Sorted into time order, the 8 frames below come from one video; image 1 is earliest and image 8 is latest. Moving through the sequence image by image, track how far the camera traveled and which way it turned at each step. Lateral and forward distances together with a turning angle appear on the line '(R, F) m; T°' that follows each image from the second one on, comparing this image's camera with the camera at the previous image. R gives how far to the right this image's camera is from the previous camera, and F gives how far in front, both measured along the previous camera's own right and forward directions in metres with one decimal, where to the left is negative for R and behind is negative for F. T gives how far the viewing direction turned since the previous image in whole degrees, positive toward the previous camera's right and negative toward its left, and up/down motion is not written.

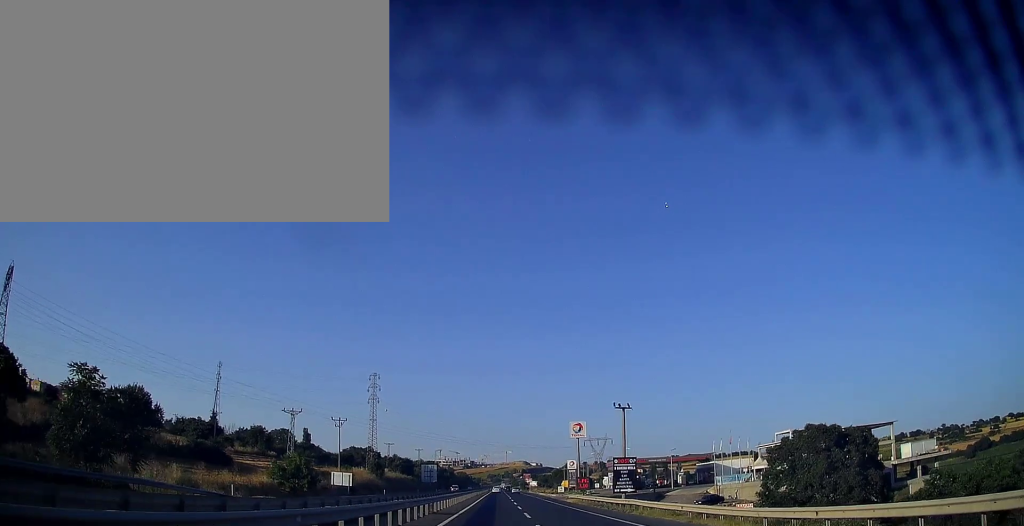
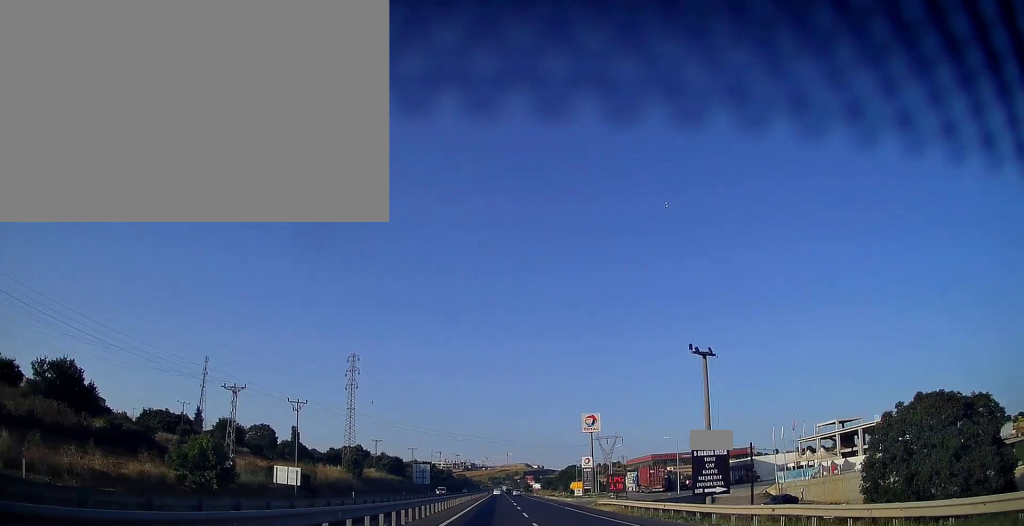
(0.0, +21.2) m; 0°
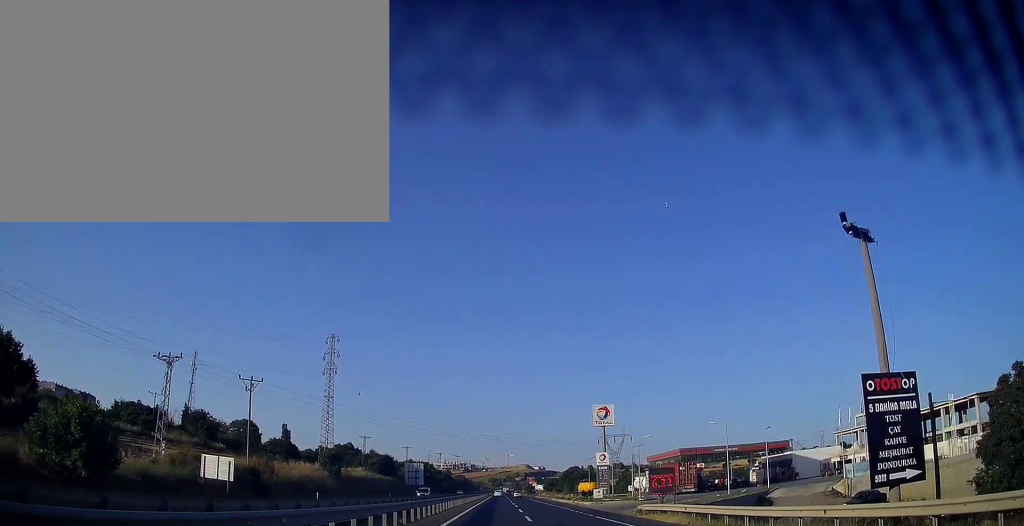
(0.0, +15.6) m; 0°
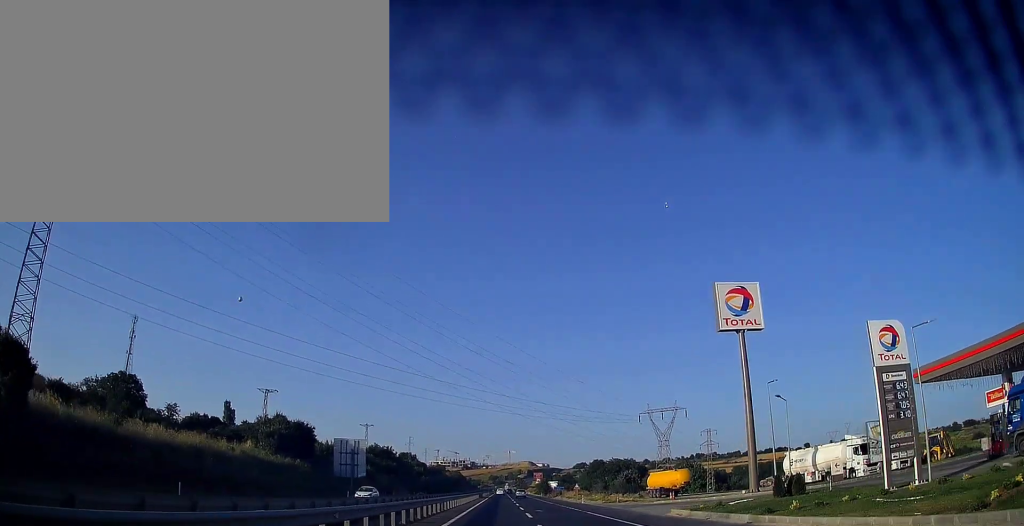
(-0.2, +68.4) m; 0°
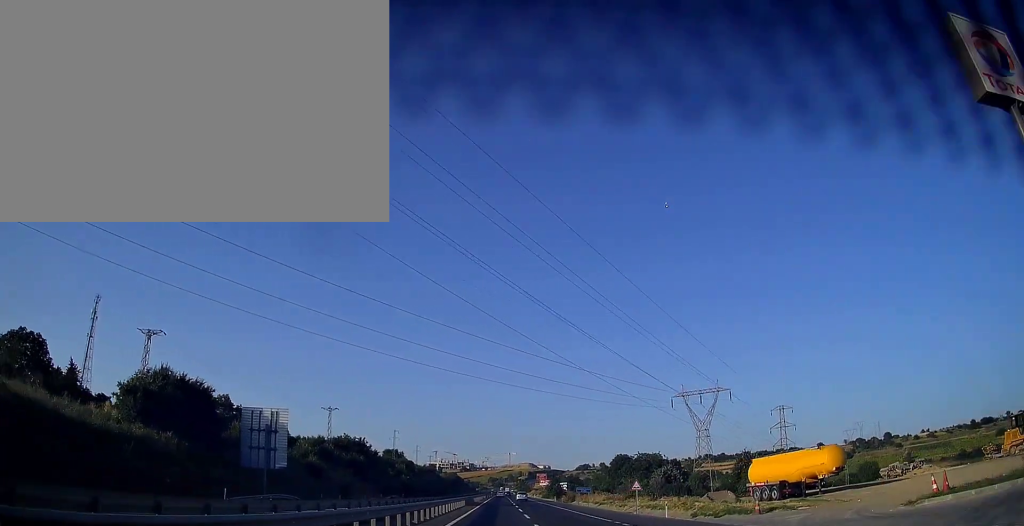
(+0.2, +34.4) m; 0°
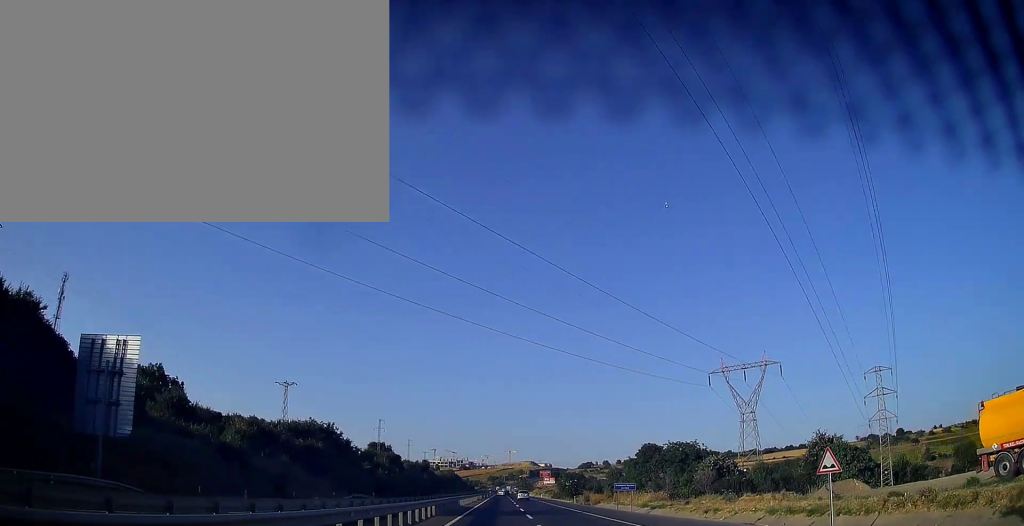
(+0.1, +25.7) m; 0°
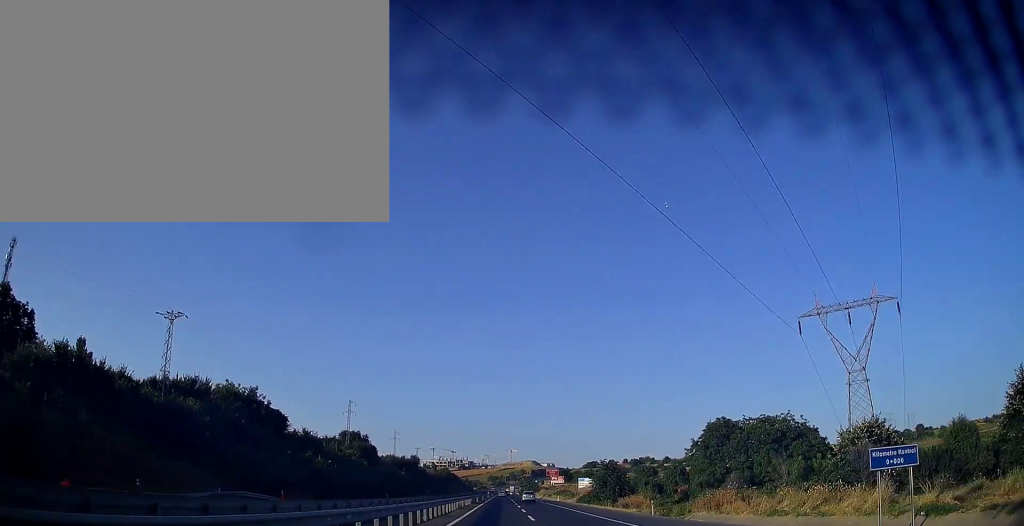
(-0.2, +36.8) m; 0°
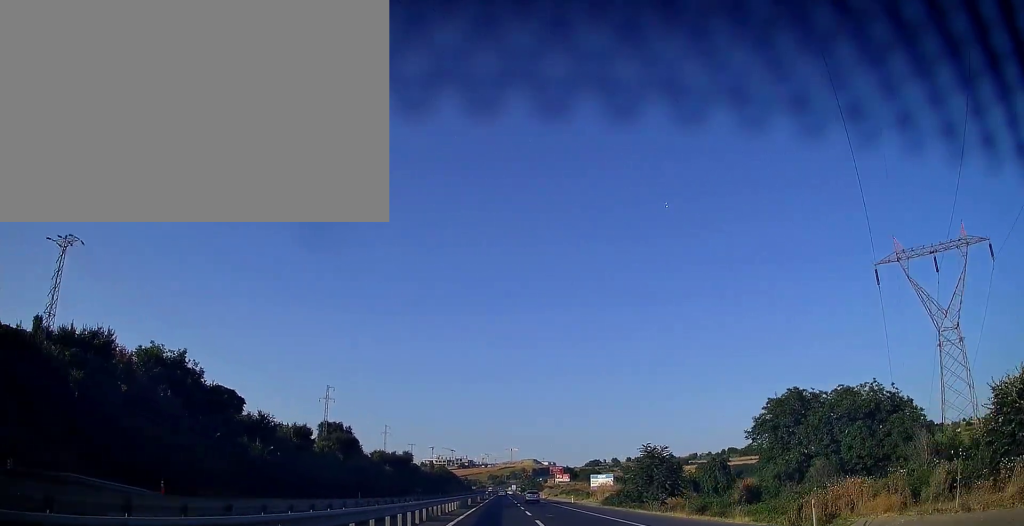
(+0.2, +18.0) m; 0°
